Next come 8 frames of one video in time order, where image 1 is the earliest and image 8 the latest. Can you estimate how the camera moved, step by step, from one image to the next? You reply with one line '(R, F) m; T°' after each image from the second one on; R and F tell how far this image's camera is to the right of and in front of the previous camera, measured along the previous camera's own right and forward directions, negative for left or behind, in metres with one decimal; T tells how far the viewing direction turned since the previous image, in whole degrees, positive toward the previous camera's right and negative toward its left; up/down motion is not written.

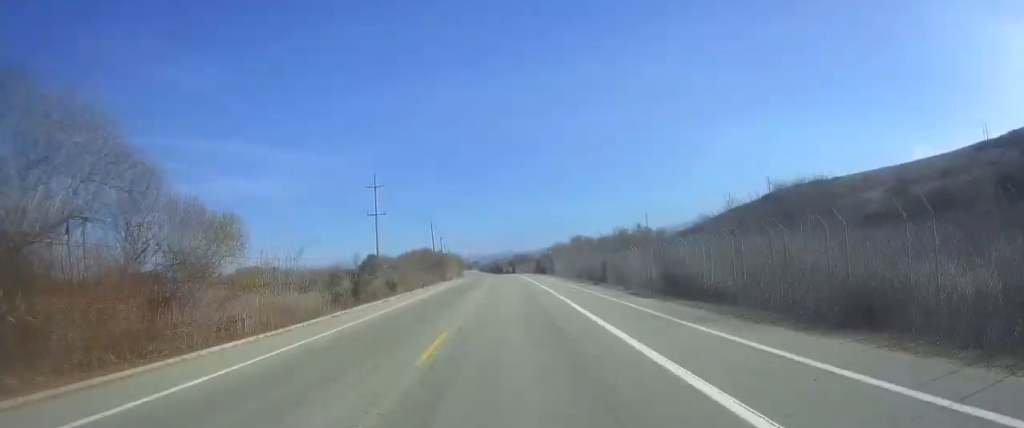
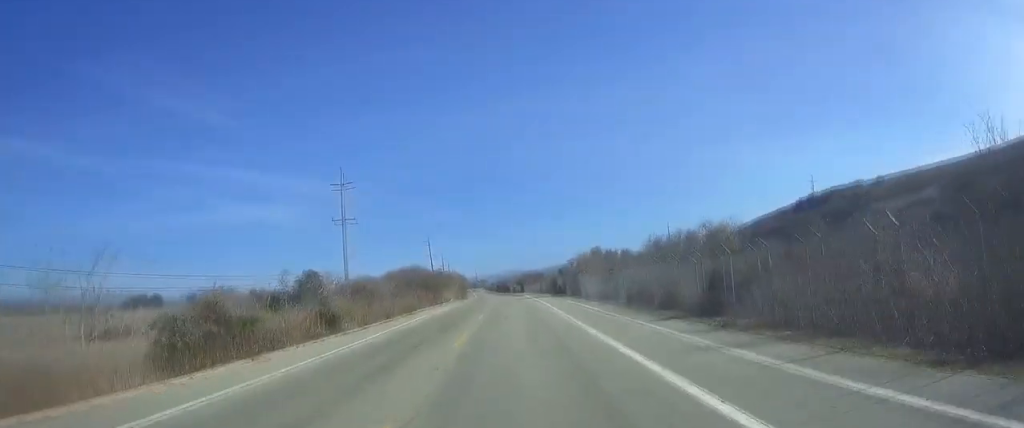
(0.0, +22.9) m; 0°
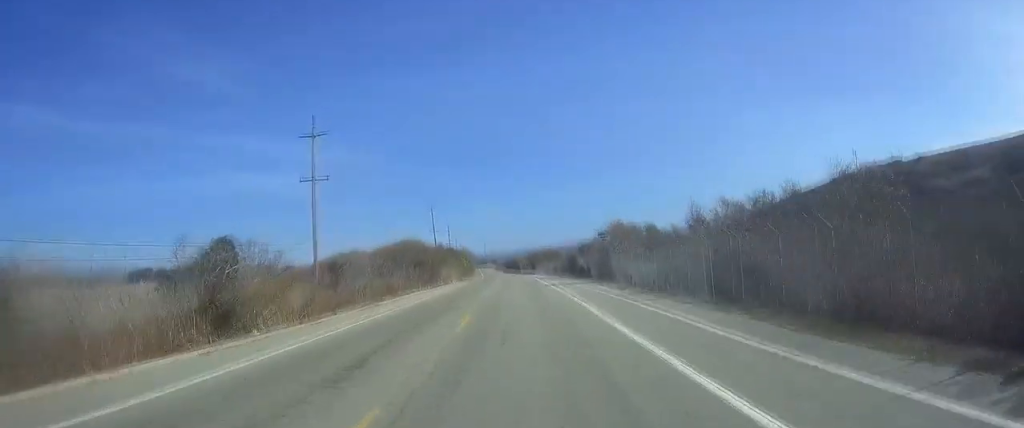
(+0.1, +15.5) m; -1°
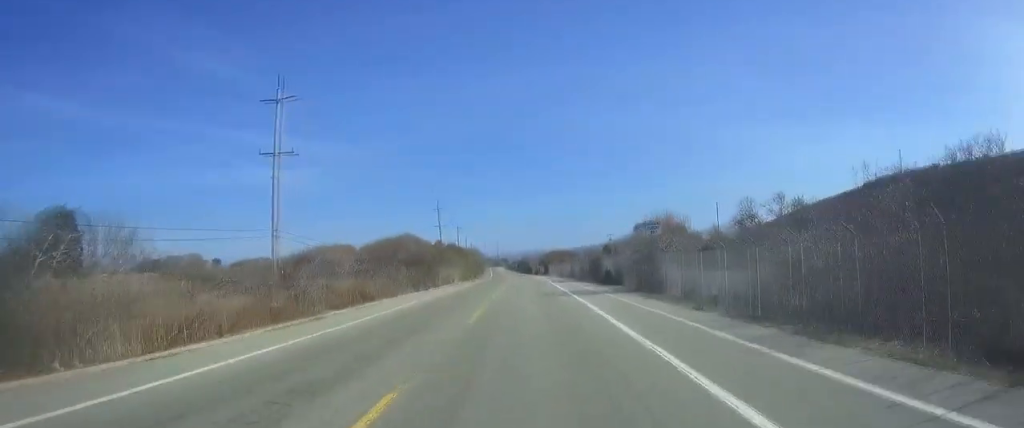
(-0.1, +13.0) m; -1°
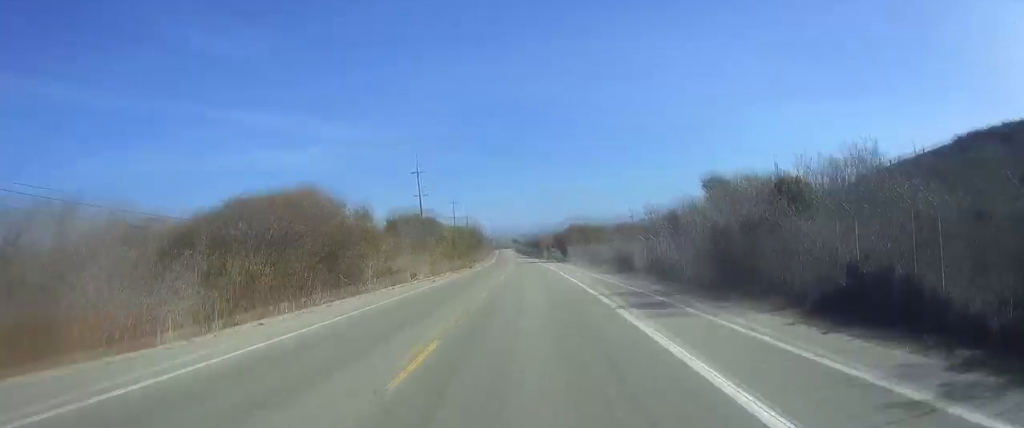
(-0.6, +39.4) m; -1°
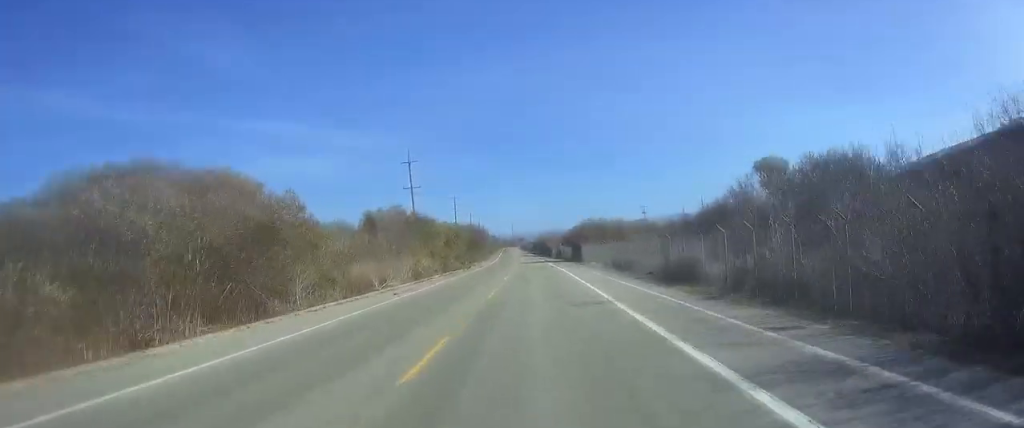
(0.0, +14.5) m; -1°
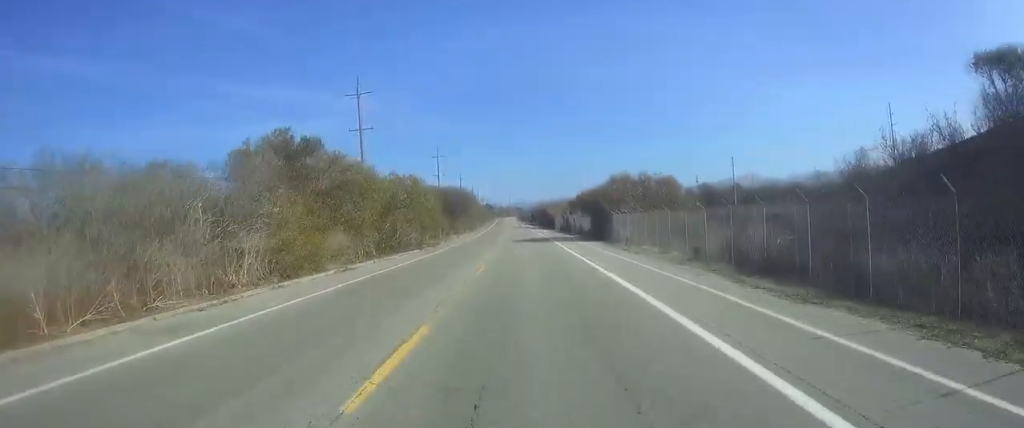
(-0.4, +31.7) m; -1°
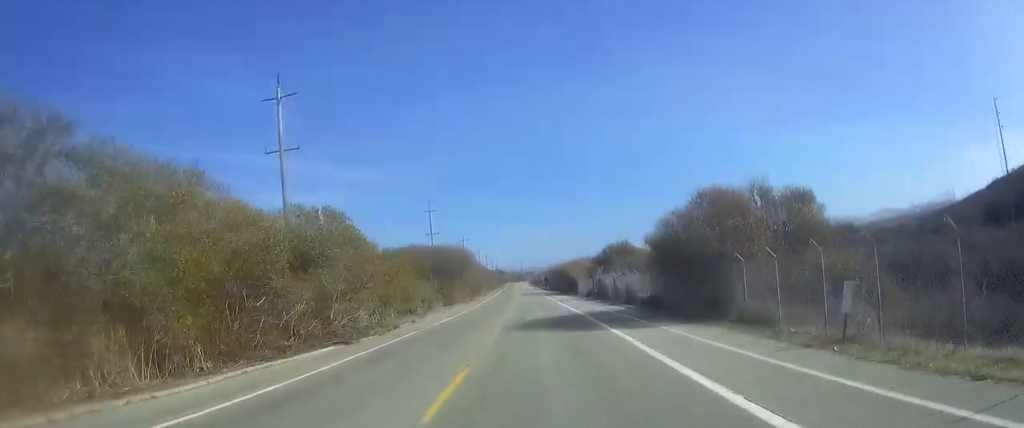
(-0.1, +26.9) m; -1°
